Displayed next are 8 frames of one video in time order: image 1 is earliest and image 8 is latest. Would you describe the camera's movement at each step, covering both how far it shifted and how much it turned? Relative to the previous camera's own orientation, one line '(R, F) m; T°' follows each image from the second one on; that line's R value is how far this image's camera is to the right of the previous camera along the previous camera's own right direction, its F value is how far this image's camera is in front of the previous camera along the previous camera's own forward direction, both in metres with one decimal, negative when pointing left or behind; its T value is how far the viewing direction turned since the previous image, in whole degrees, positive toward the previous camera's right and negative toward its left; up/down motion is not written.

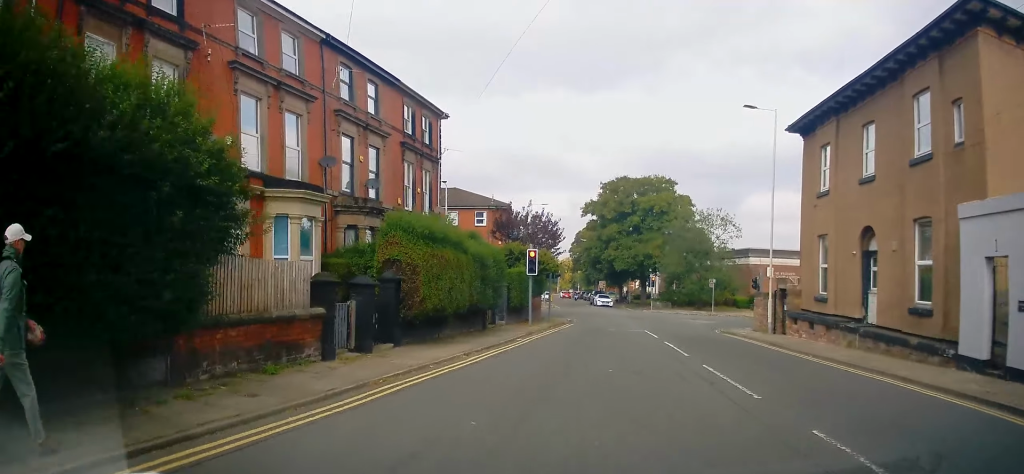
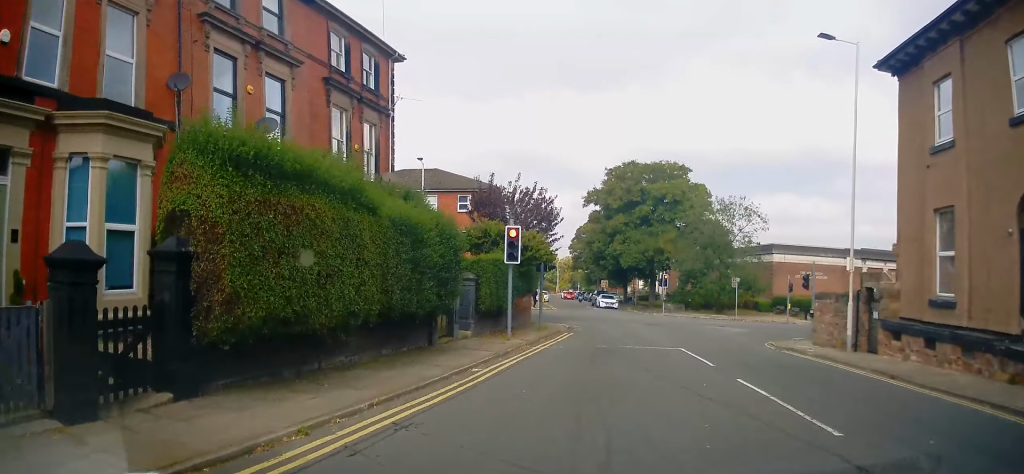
(-0.1, +8.8) m; -1°
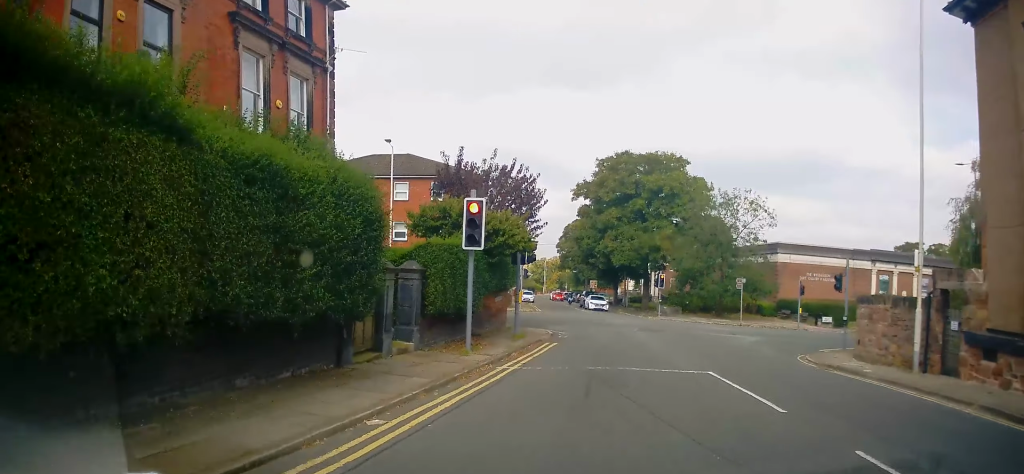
(0.0, +5.1) m; +3°
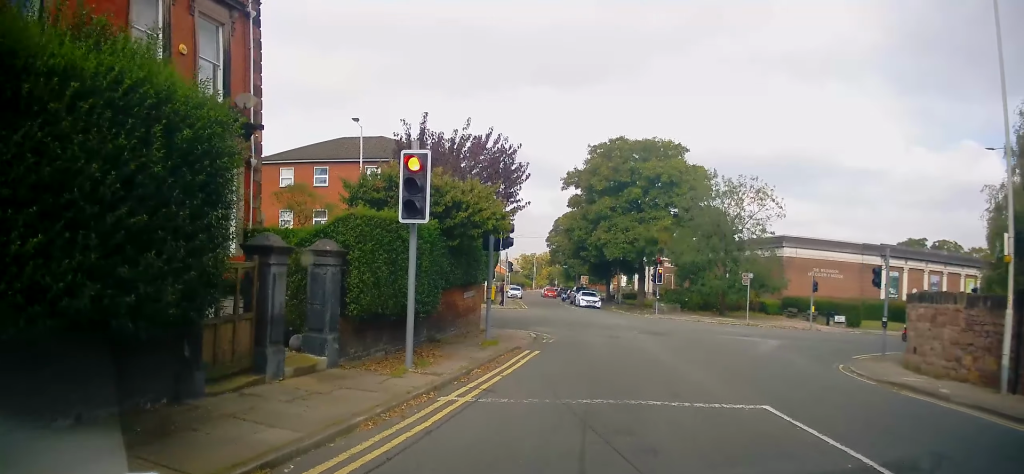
(+0.2, +4.3) m; +3°
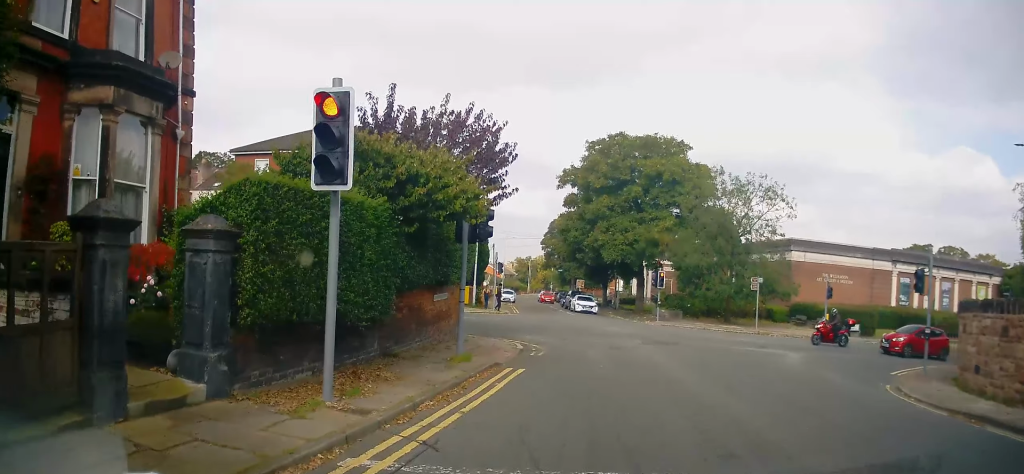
(0.0, +3.3) m; -6°
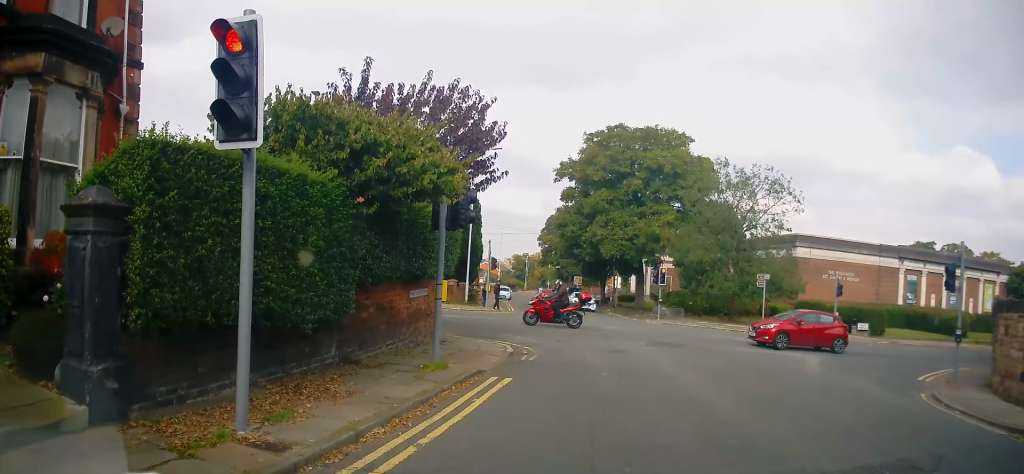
(-0.2, +1.9) m; -2°
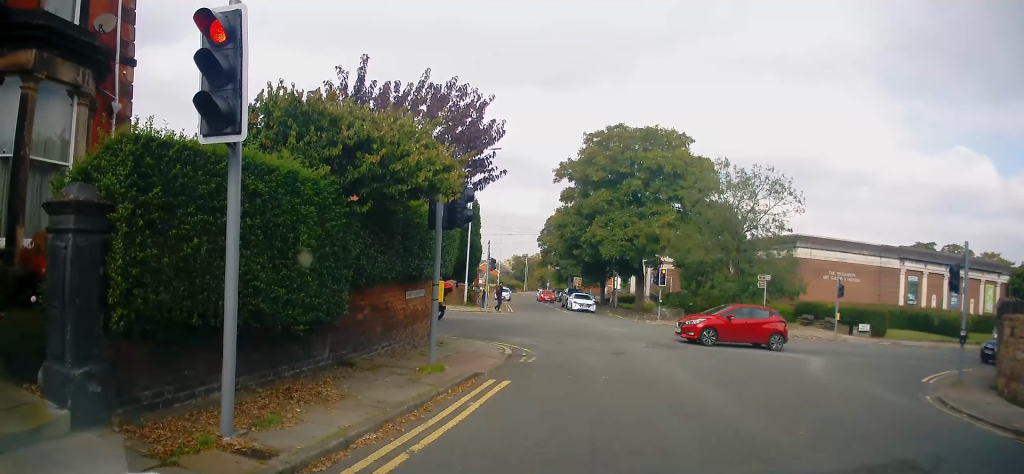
(0.0, +0.2) m; 0°
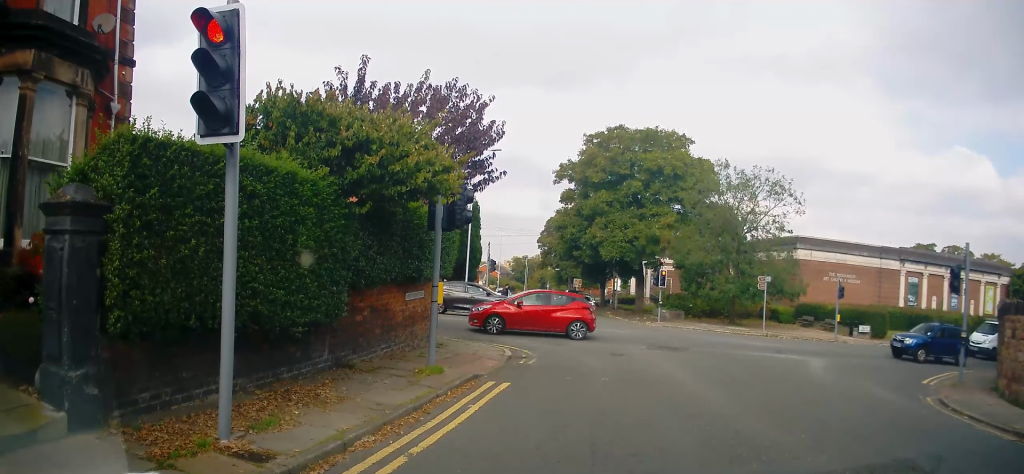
(0.0, +0.2) m; 0°
